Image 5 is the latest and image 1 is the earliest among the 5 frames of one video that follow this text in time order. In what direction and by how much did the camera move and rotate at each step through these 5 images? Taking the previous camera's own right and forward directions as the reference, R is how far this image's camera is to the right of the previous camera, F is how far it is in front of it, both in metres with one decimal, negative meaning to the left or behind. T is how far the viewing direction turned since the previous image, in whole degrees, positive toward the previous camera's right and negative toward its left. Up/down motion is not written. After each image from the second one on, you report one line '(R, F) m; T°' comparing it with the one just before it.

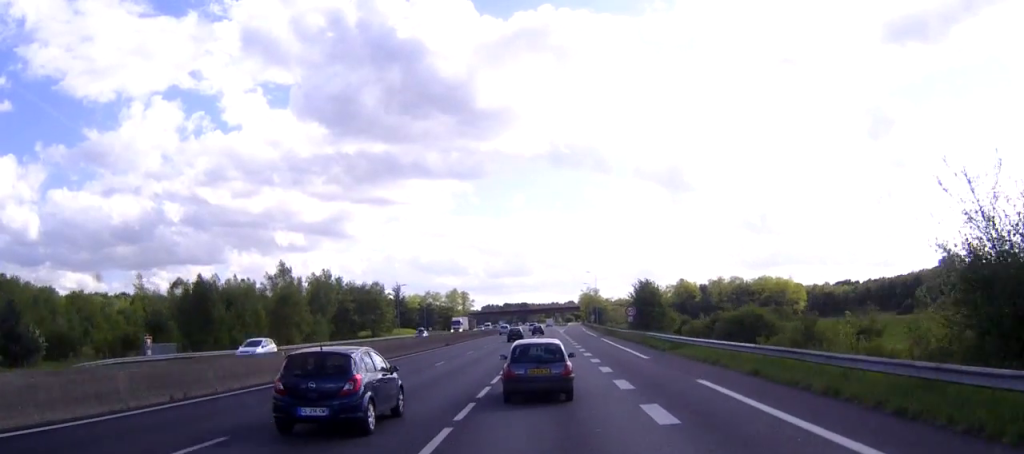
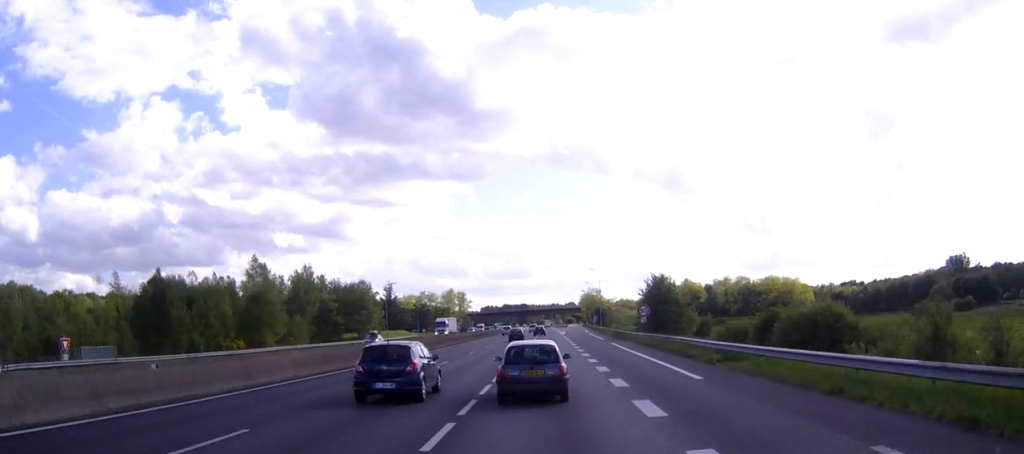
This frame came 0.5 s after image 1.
(0.0, +11.9) m; 0°
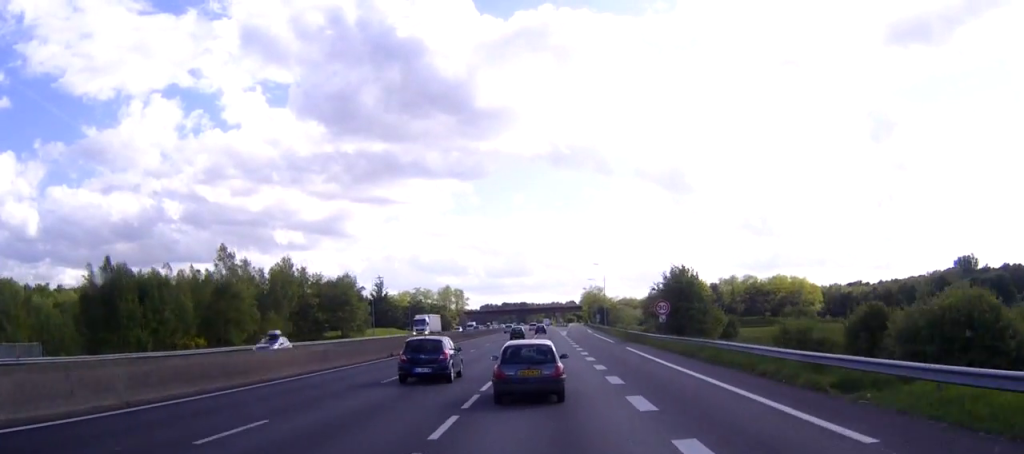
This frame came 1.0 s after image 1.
(0.0, +12.0) m; 0°
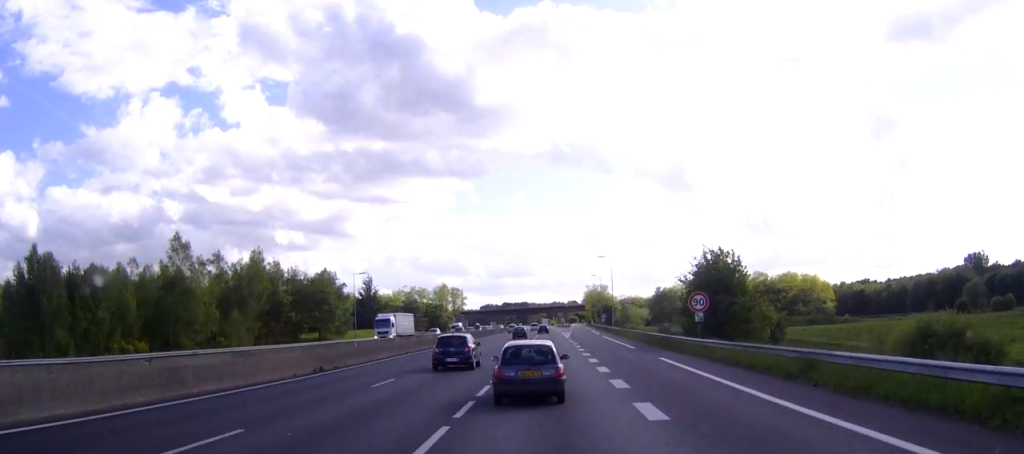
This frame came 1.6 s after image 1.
(0.0, +14.3) m; 0°
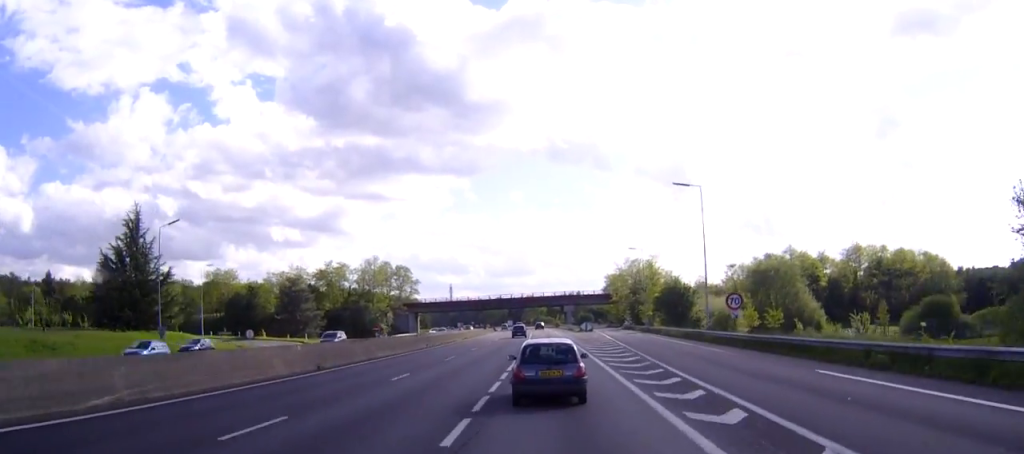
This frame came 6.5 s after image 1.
(-0.6, +115.6) m; 0°
